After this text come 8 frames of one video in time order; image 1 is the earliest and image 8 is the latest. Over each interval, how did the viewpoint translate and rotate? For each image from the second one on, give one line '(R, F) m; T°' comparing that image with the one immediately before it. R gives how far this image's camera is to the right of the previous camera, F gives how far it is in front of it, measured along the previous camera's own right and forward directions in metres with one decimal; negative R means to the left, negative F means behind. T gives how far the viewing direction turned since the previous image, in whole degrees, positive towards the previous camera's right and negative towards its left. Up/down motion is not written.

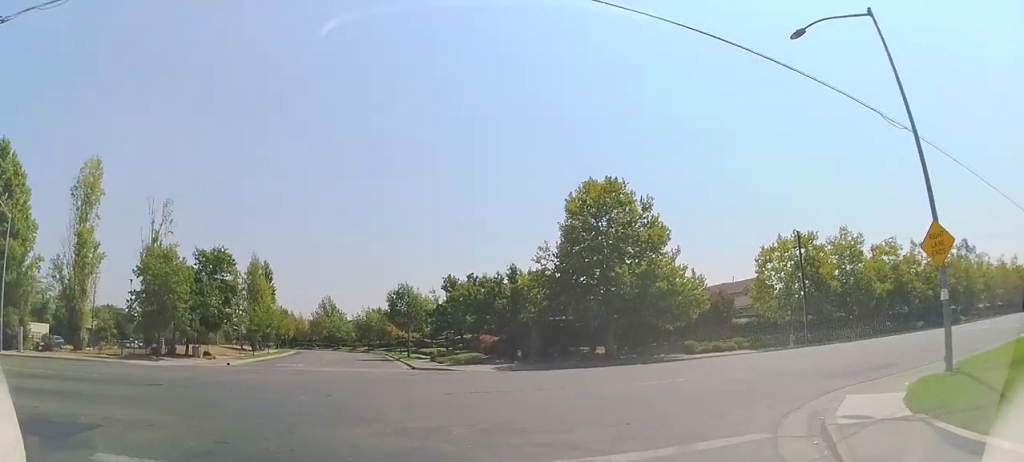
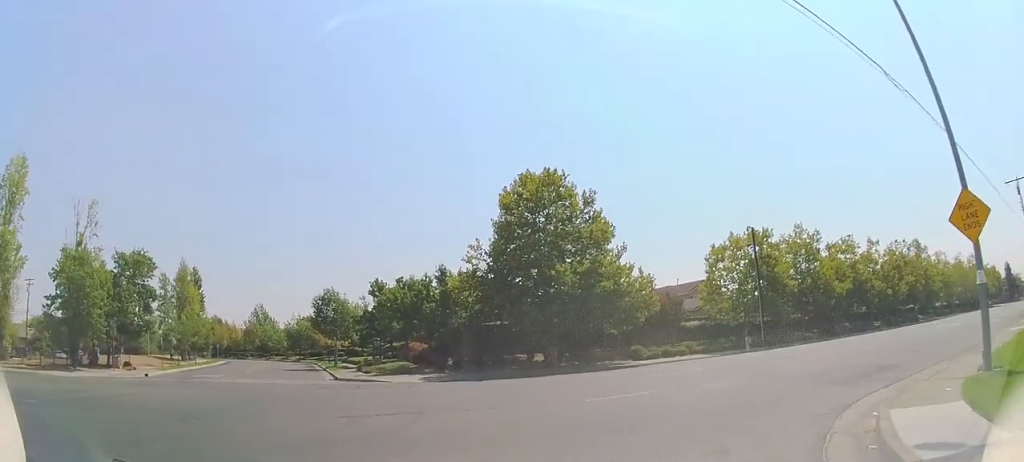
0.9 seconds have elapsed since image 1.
(+0.2, +3.8) m; +8°
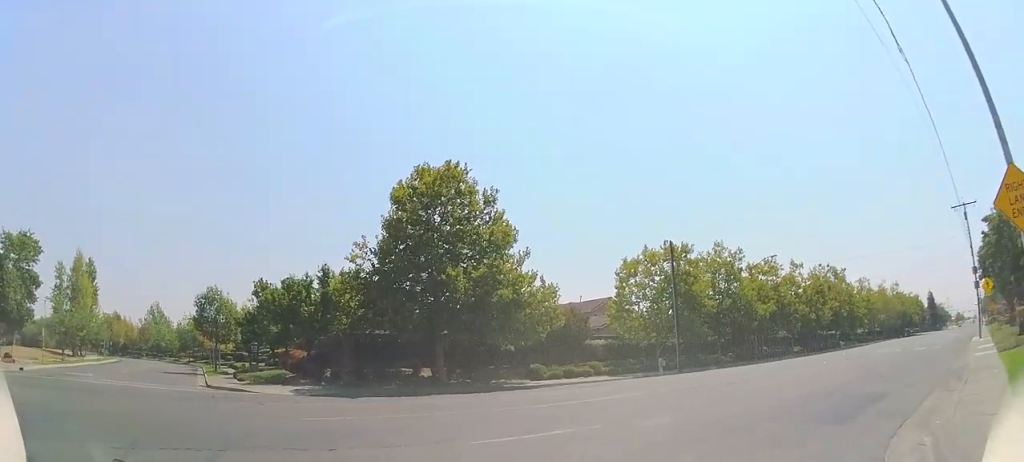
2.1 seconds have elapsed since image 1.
(+0.4, +3.8) m; +19°
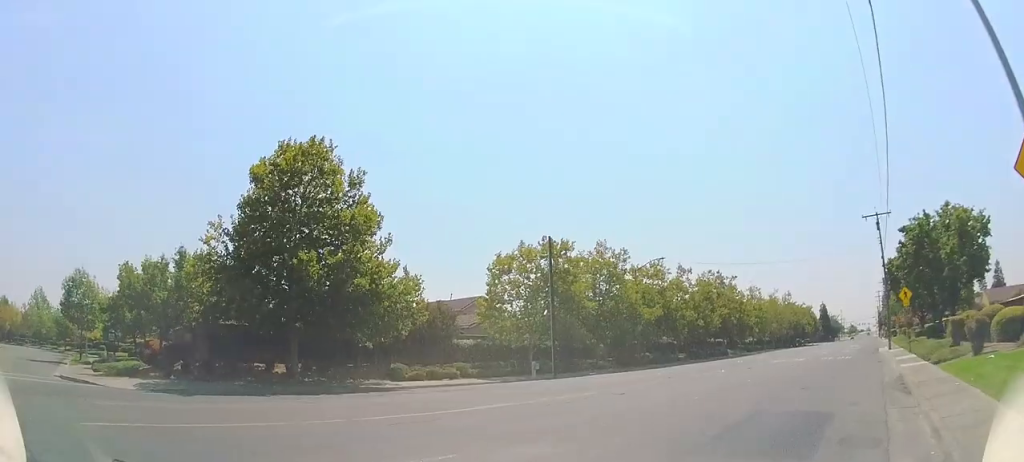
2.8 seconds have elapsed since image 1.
(+0.3, +2.3) m; +11°
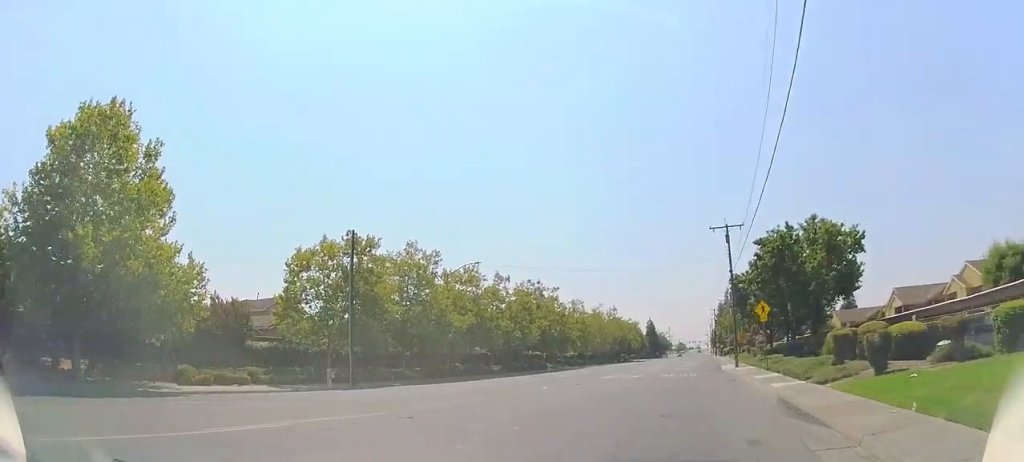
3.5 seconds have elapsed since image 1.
(+0.3, +2.9) m; +10°
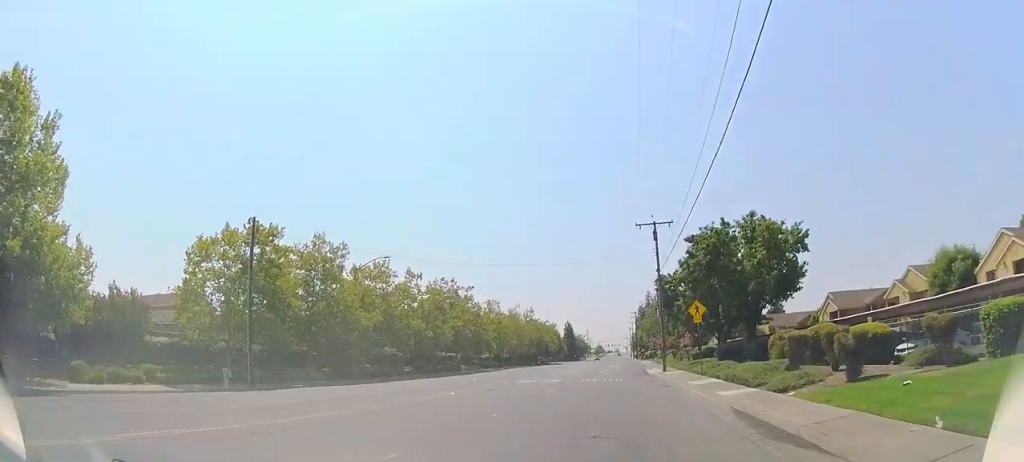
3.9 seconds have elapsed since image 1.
(0.0, +2.2) m; +6°
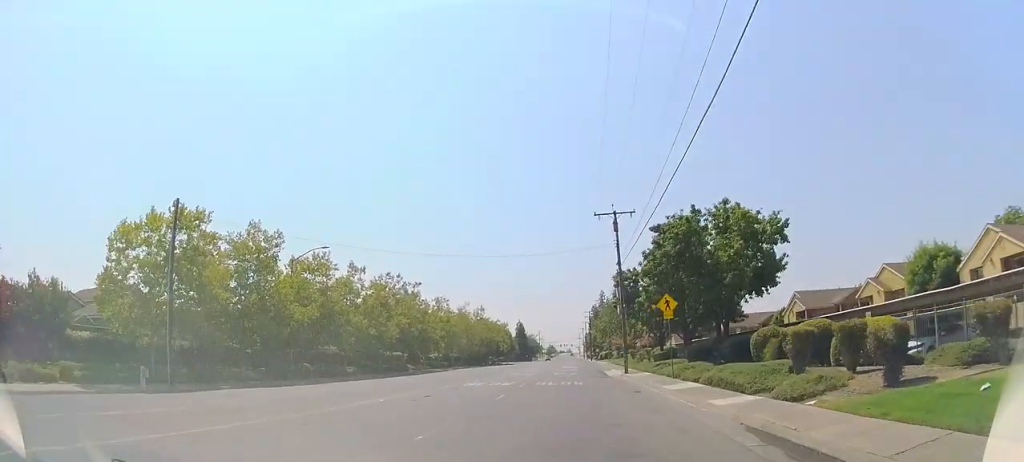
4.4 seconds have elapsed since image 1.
(0.0, +2.6) m; +7°
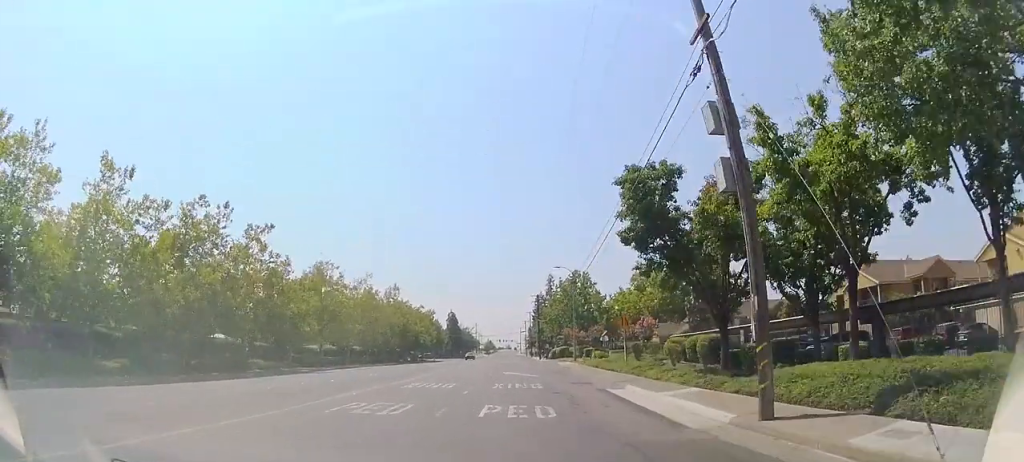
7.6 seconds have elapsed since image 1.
(+3.6, +26.4) m; +8°
